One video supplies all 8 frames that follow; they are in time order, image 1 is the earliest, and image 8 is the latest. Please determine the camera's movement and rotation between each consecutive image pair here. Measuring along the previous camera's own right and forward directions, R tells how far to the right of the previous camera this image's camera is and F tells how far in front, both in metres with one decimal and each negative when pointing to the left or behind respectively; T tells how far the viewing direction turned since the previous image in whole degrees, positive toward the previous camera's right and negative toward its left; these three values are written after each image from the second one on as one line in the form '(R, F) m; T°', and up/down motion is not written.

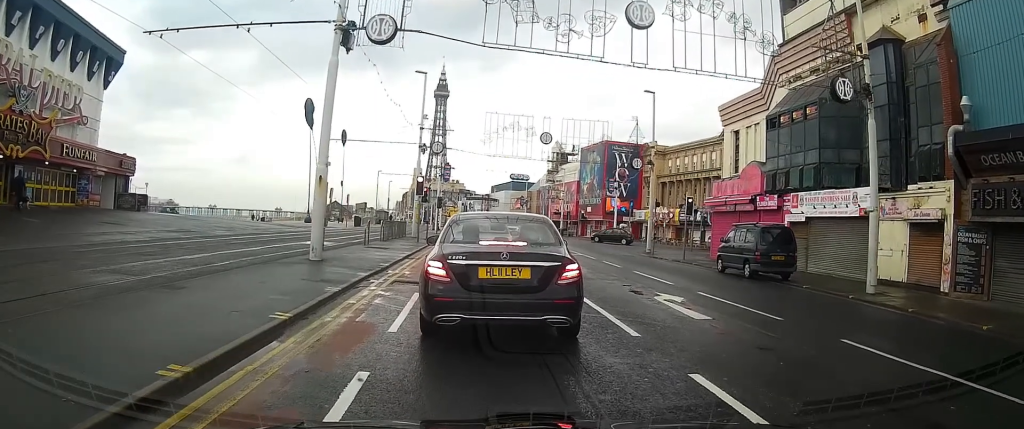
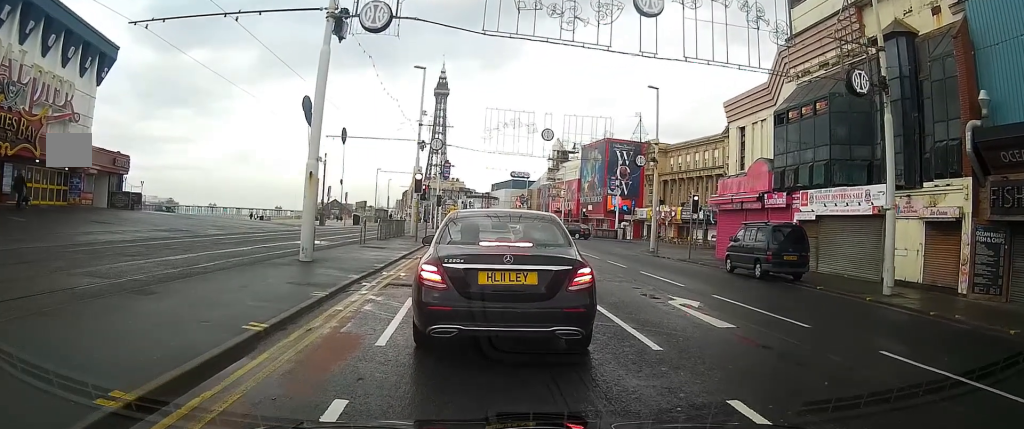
(0.0, +1.0) m; 0°
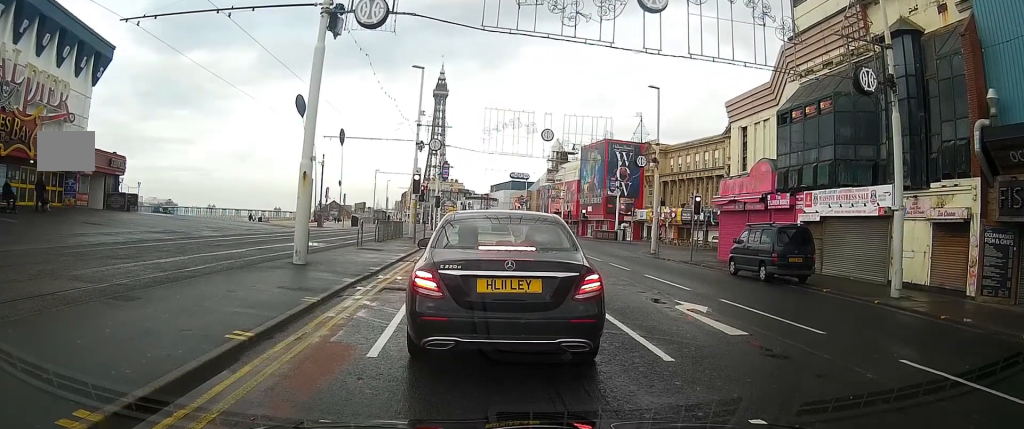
(+0.2, +0.8) m; 0°
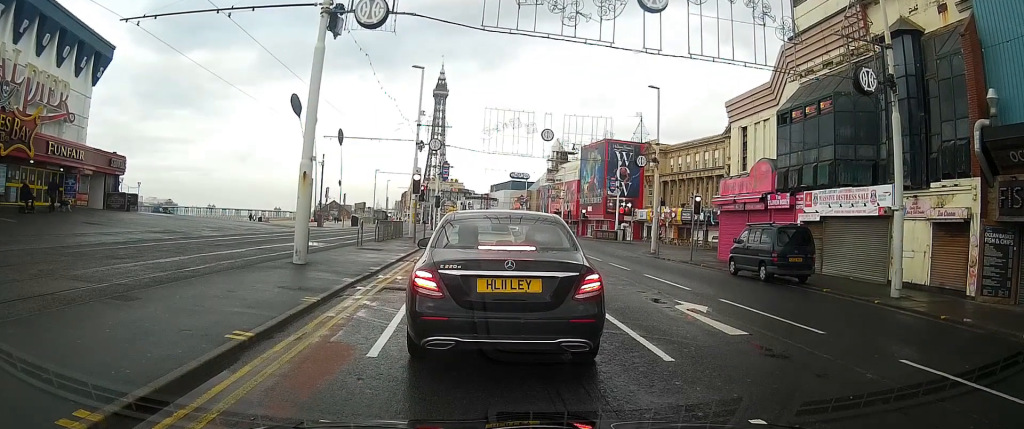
(0.0, 0.0) m; 0°
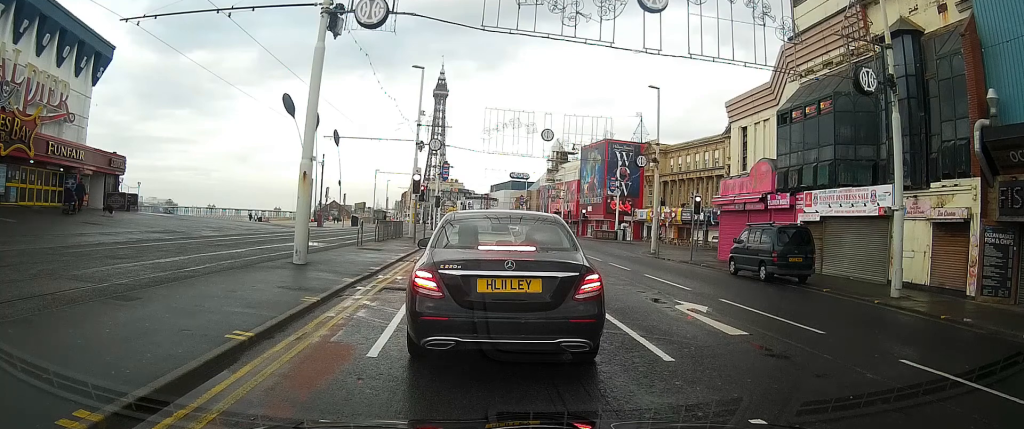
(0.0, 0.0) m; 0°
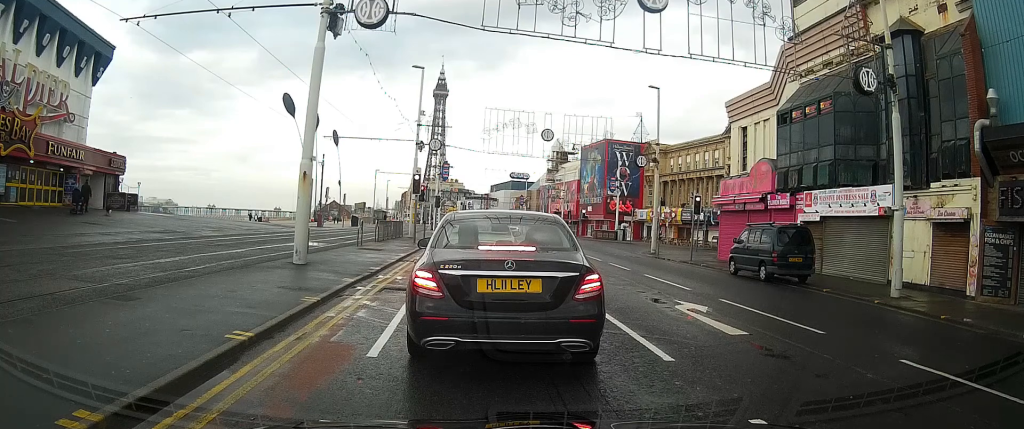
(0.0, 0.0) m; 0°
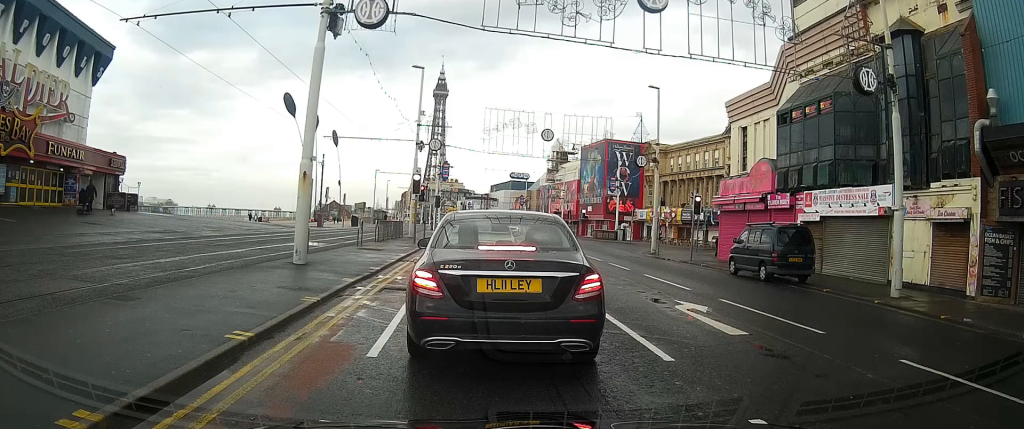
(0.0, 0.0) m; 0°
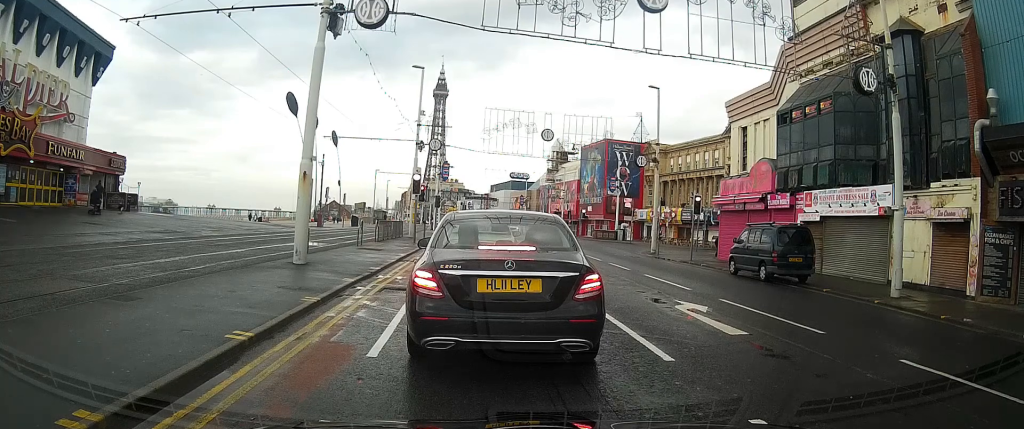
(0.0, 0.0) m; 0°
